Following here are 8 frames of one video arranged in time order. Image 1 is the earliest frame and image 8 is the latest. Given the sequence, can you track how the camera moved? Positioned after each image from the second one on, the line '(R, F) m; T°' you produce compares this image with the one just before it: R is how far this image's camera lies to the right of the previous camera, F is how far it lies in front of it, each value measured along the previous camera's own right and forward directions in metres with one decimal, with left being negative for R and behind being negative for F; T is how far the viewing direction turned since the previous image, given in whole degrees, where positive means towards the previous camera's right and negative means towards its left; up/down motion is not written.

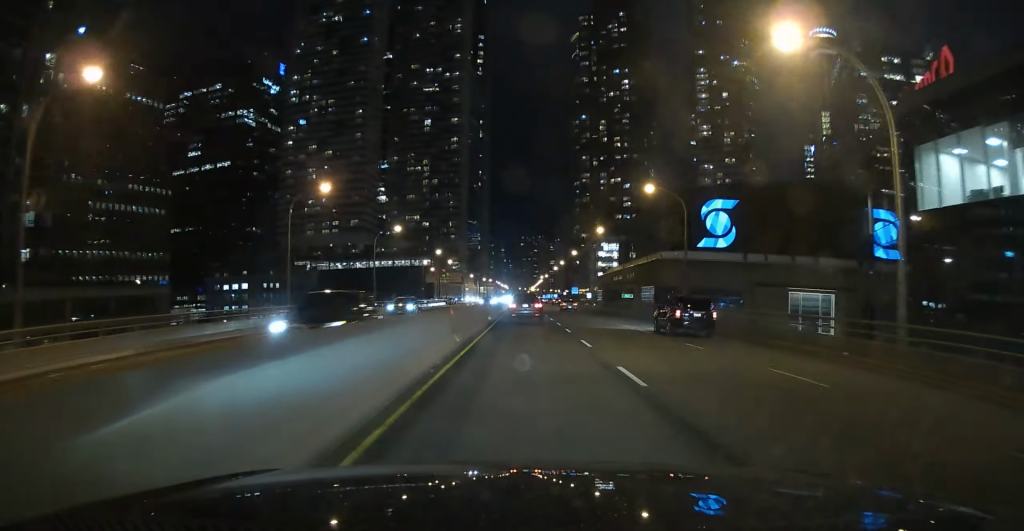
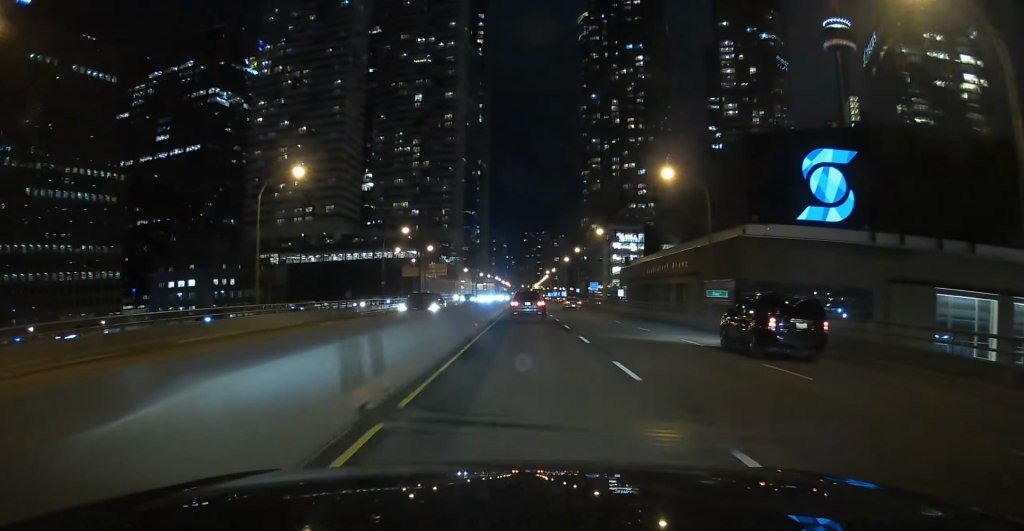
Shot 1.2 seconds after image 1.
(+0.2, +31.8) m; 0°
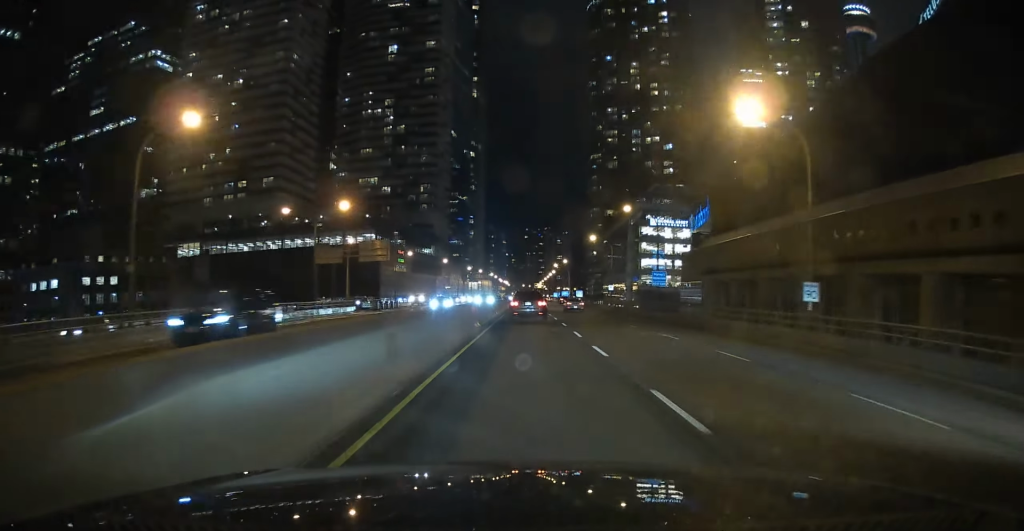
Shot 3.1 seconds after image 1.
(+0.1, +49.4) m; 0°
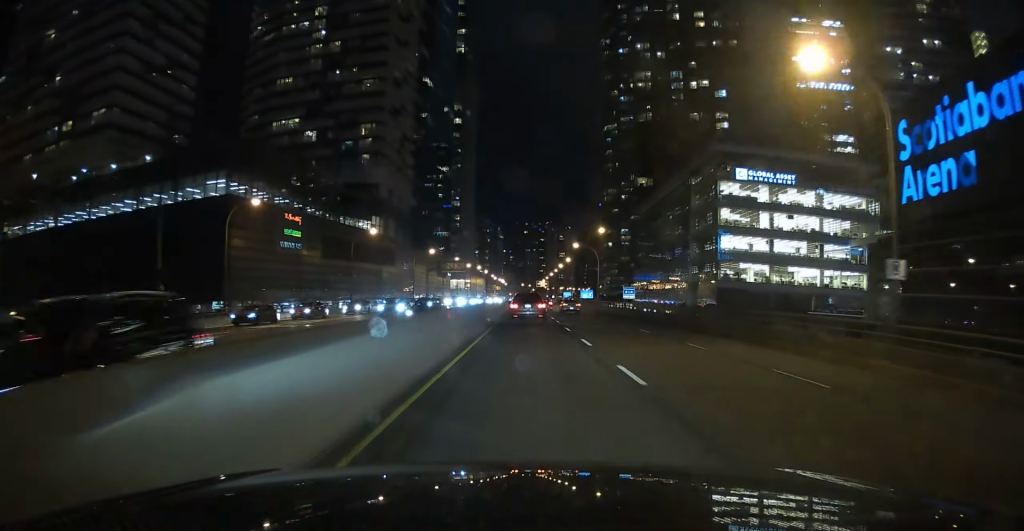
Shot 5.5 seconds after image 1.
(-0.5, +66.6) m; -1°
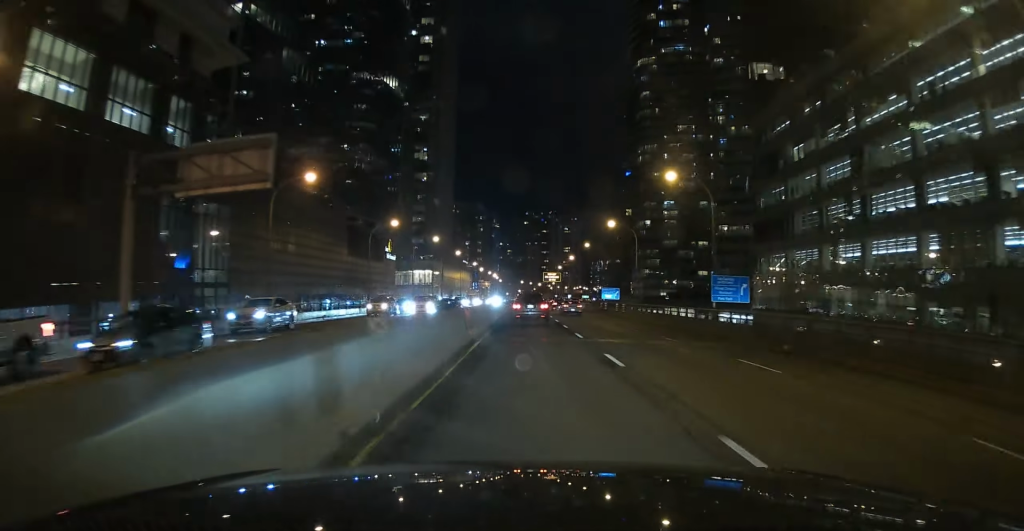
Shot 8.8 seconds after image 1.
(+0.1, +89.6) m; +2°
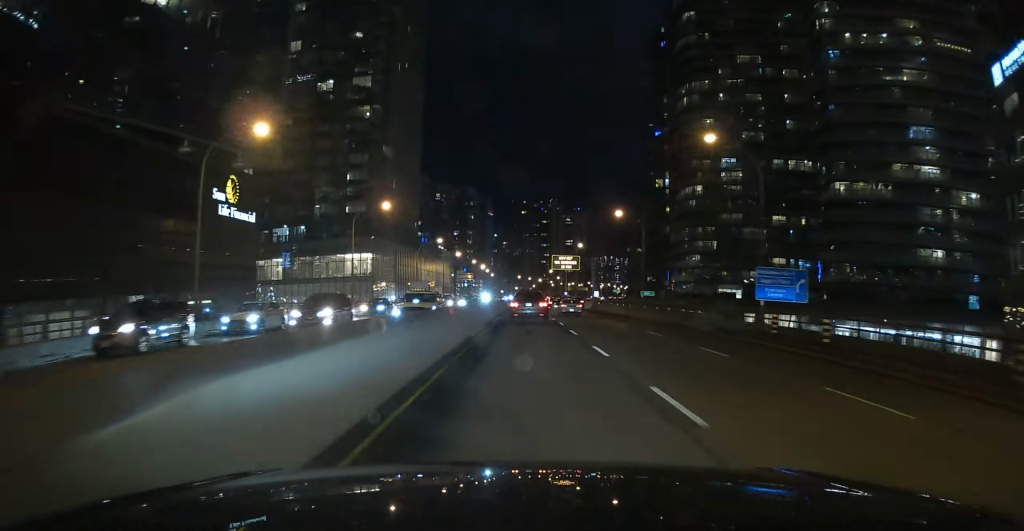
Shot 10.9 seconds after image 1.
(+1.9, +61.2) m; +1°
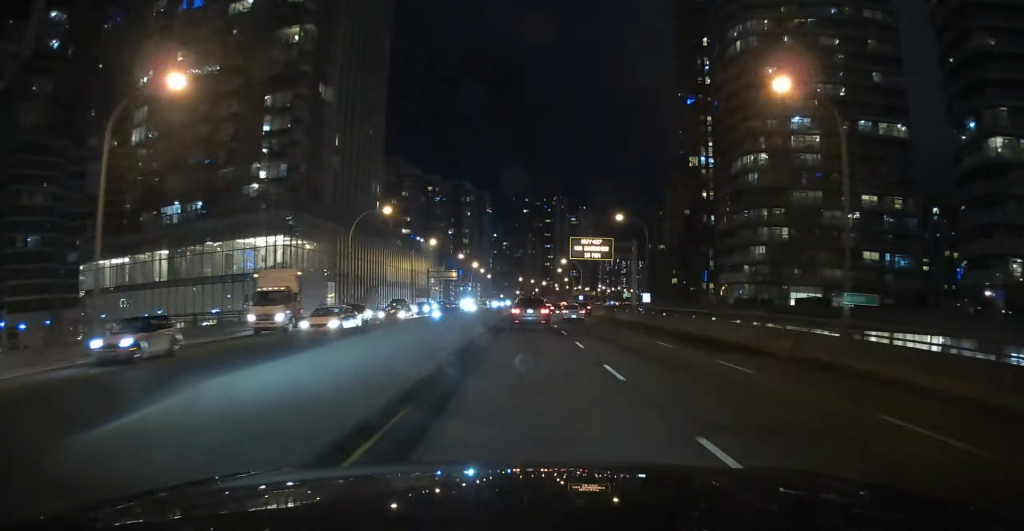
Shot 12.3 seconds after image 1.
(-0.1, +37.7) m; -1°
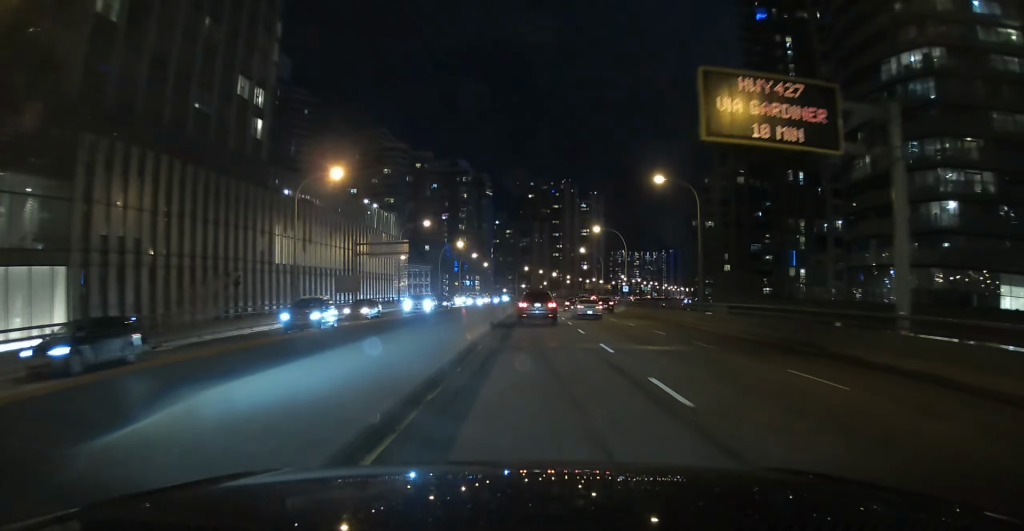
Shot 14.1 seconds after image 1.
(-0.3, +49.1) m; -1°
